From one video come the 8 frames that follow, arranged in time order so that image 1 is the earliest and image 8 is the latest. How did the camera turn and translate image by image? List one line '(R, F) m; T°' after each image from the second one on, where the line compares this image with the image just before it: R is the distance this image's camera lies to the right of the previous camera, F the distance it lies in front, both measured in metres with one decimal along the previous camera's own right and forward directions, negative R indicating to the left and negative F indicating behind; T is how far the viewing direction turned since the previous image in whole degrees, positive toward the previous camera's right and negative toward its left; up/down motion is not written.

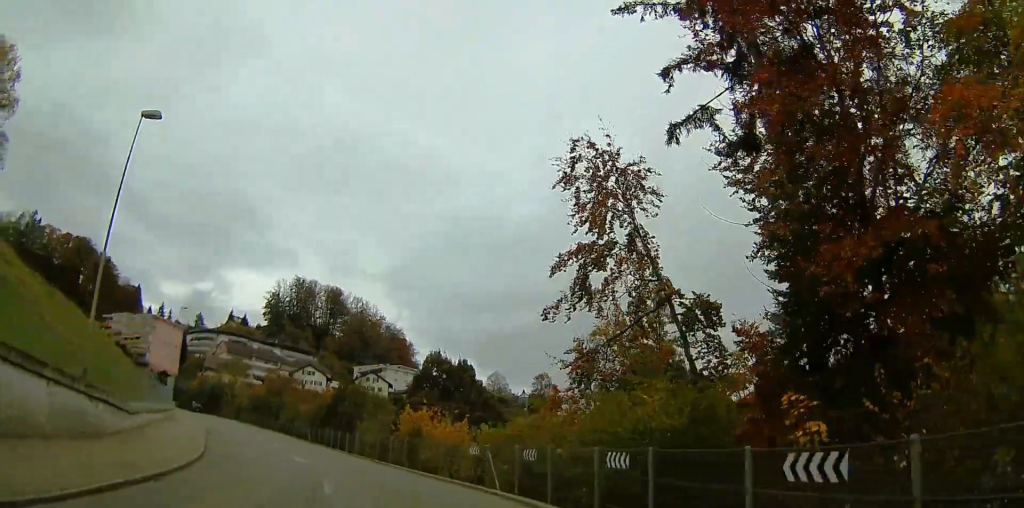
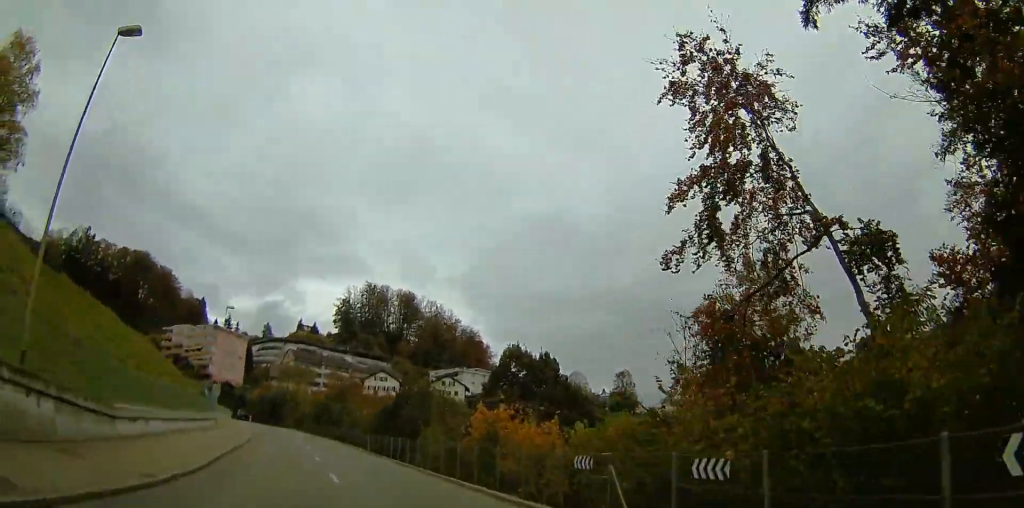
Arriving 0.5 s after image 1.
(0.0, +6.0) m; 0°
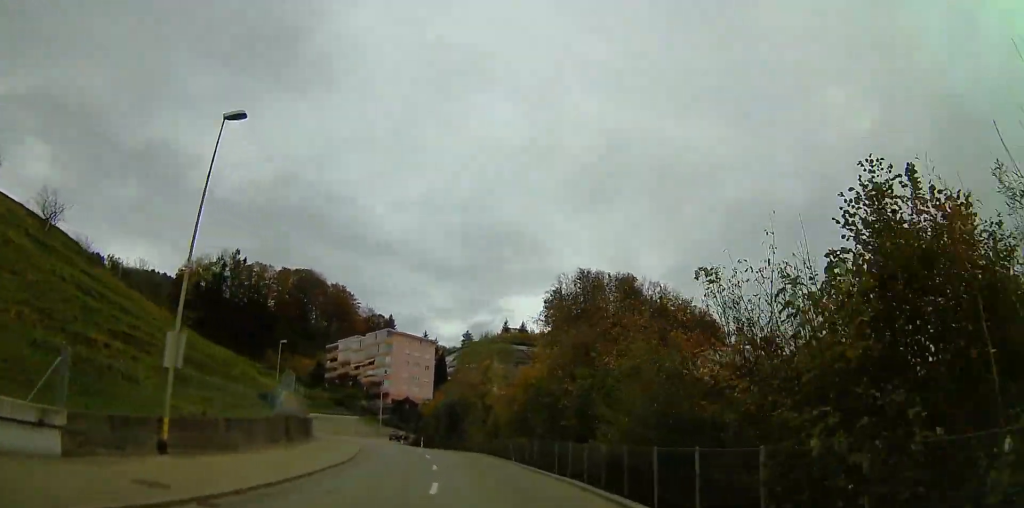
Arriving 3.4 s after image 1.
(0.0, +36.2) m; 0°
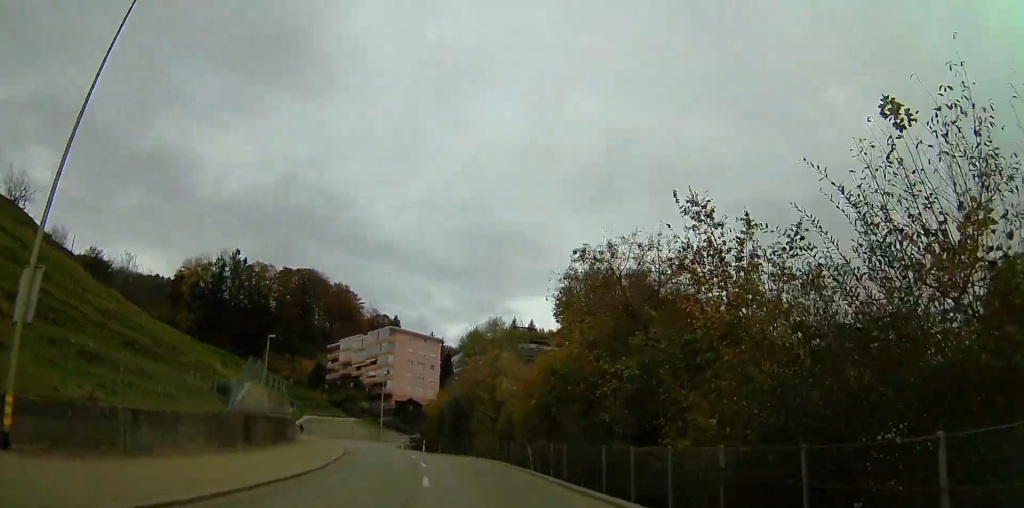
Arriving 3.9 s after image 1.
(0.0, +6.4) m; 0°
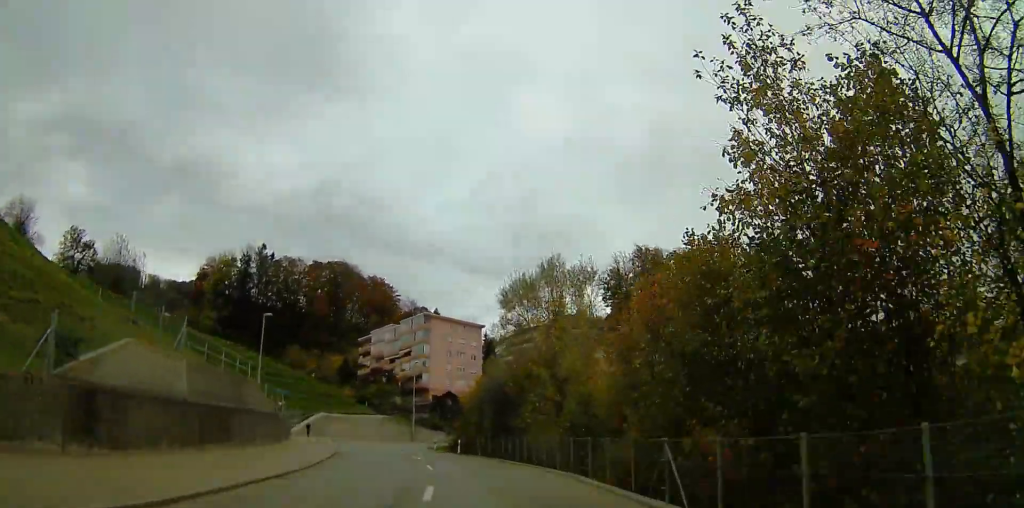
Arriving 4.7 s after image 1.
(0.0, +12.0) m; 0°
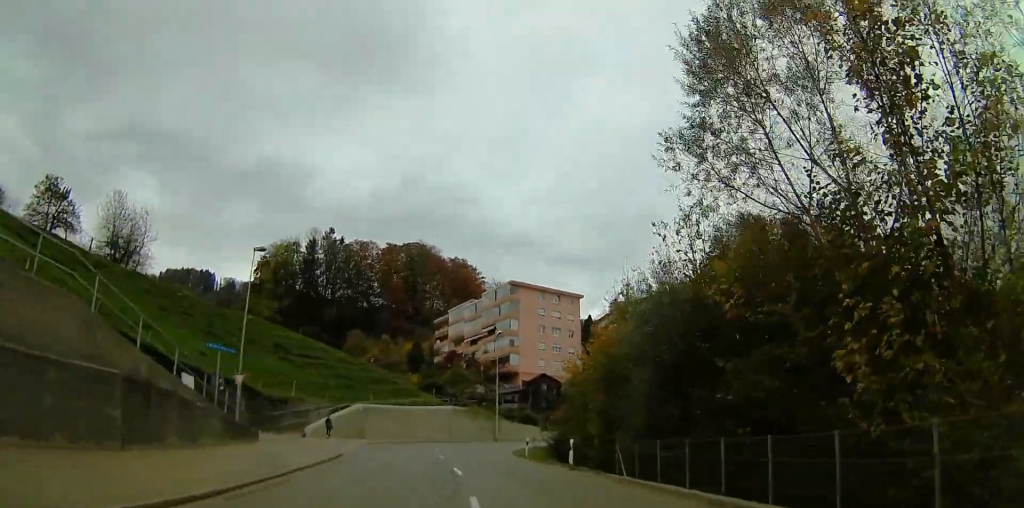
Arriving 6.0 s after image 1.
(0.0, +17.8) m; 0°
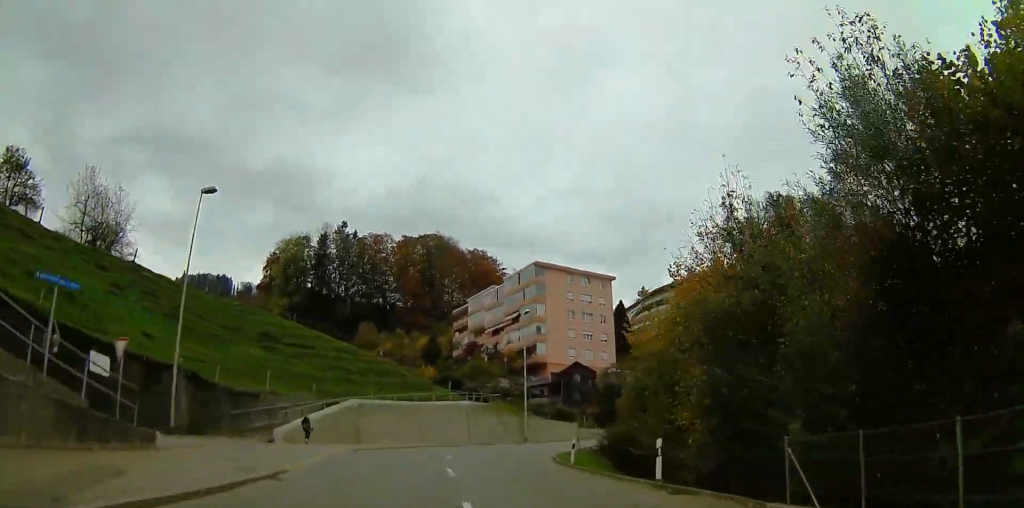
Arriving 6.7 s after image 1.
(0.0, +8.5) m; -1°
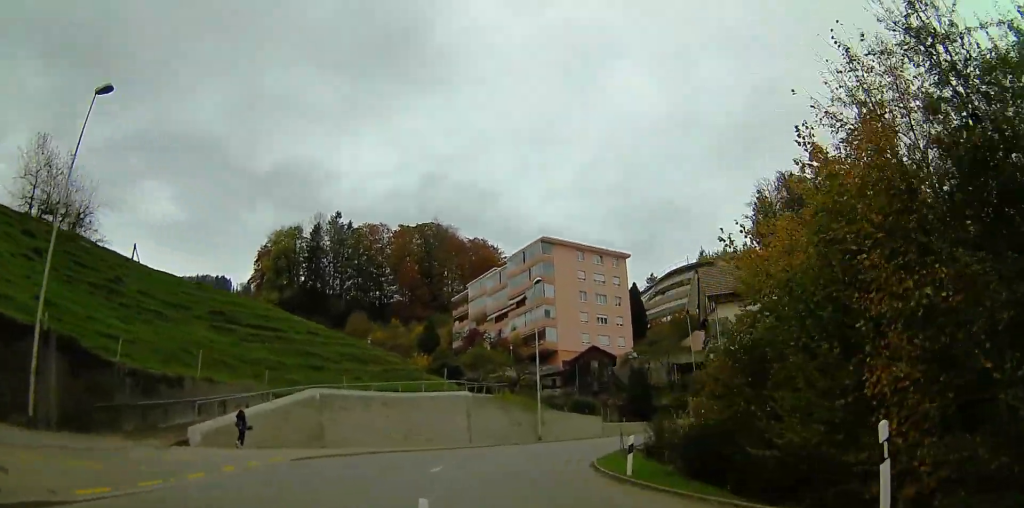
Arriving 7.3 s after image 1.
(+0.2, +8.1) m; -3°
